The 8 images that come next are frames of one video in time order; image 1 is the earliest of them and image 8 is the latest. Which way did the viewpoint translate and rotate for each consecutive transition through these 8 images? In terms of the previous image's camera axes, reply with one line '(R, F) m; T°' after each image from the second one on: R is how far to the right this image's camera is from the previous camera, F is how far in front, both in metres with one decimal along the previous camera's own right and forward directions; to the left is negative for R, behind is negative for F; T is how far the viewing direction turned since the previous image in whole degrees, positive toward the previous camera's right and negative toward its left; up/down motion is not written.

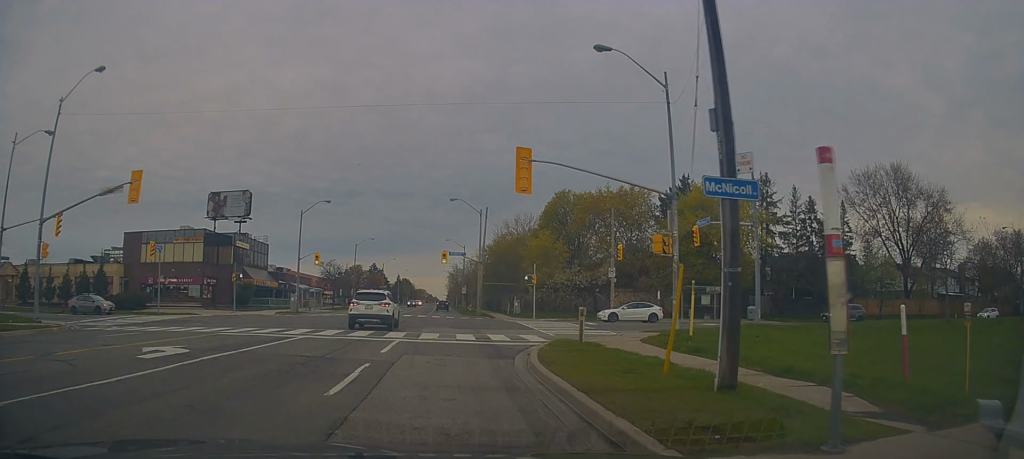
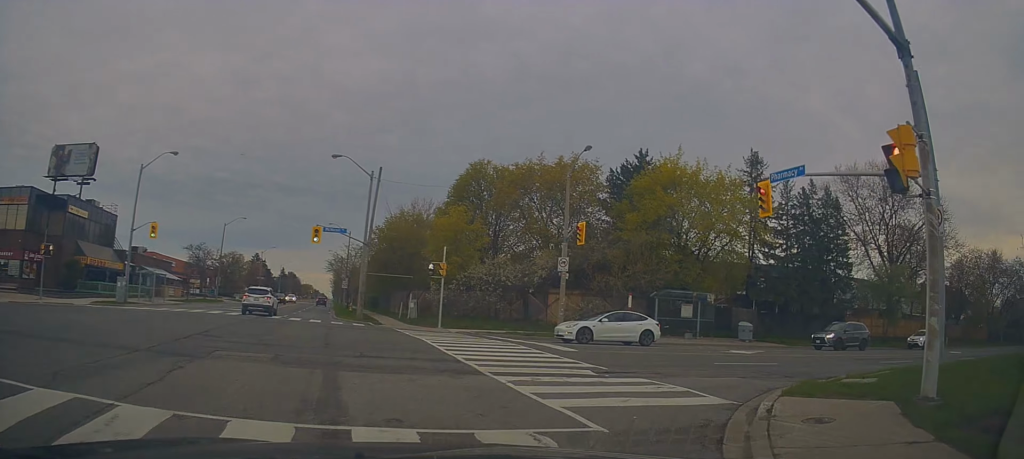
(+0.9, +16.0) m; +14°
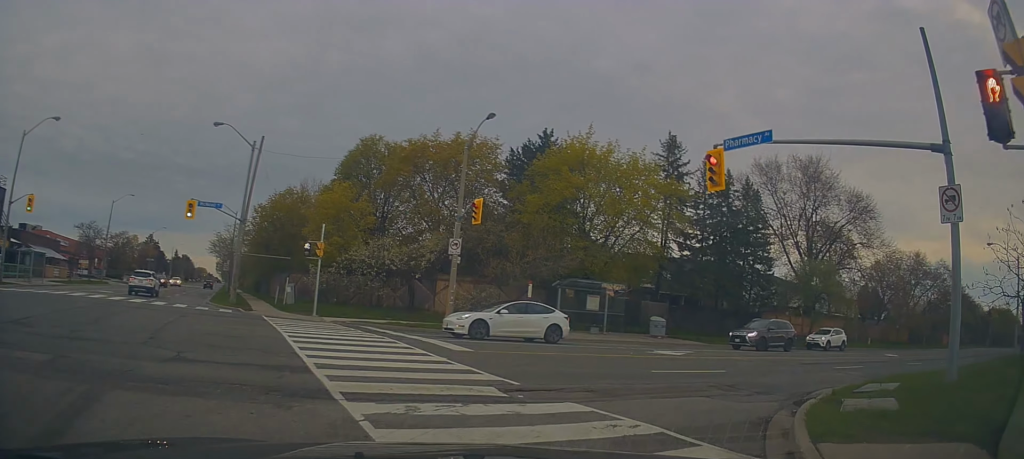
(0.0, +4.0) m; +9°
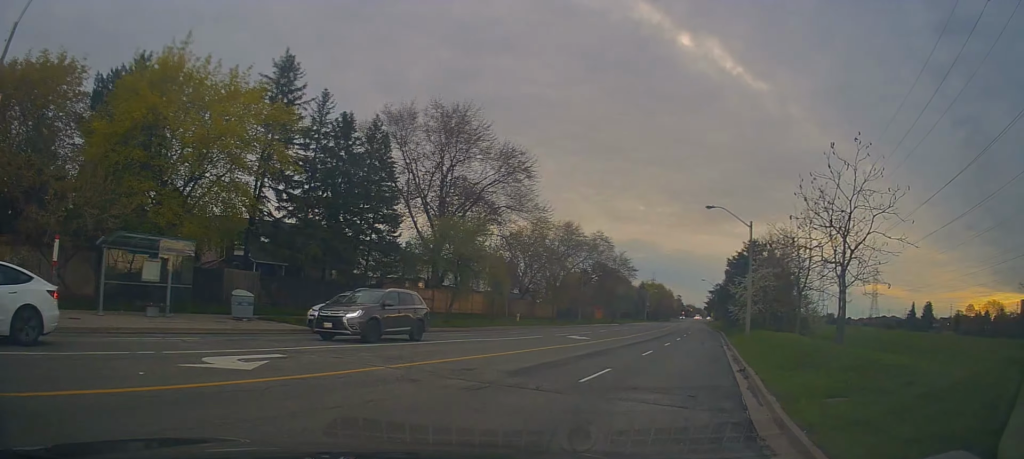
(+3.8, +9.5) m; +46°
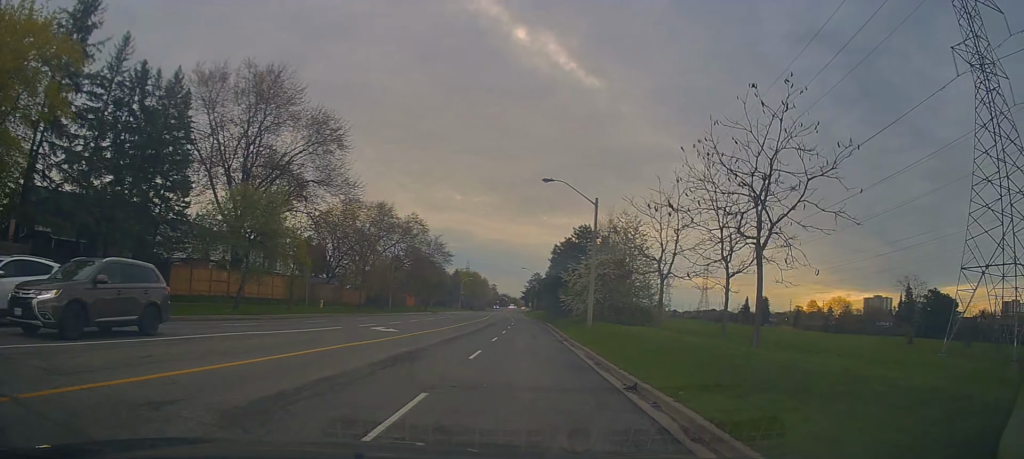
(+1.3, +5.4) m; +17°
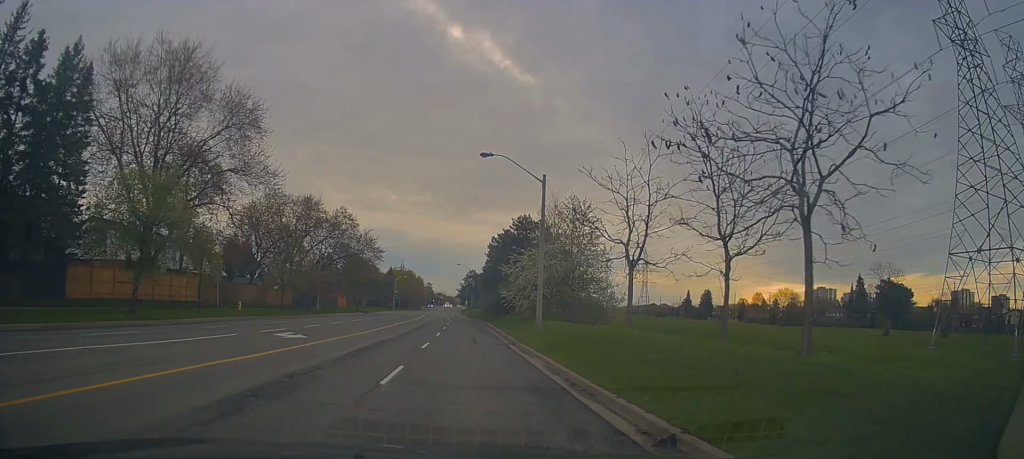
(+0.4, +5.1) m; 0°
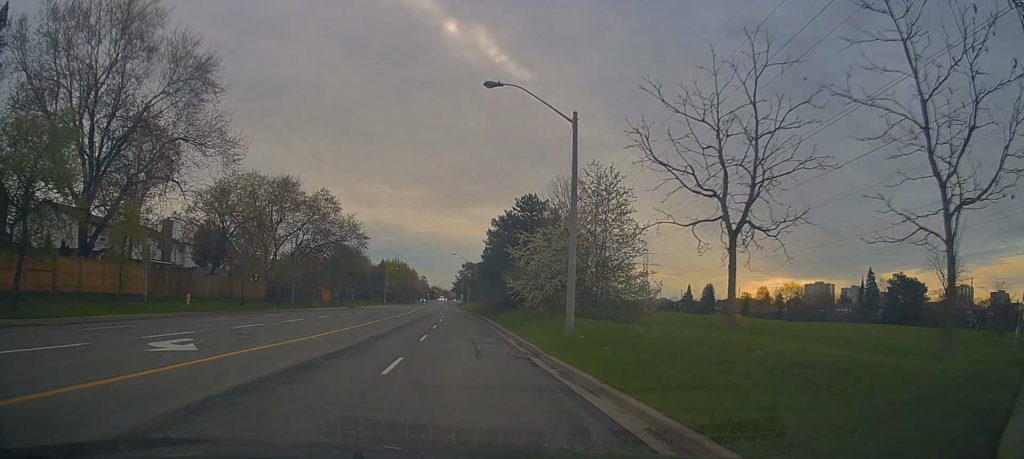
(0.0, +8.1) m; 0°
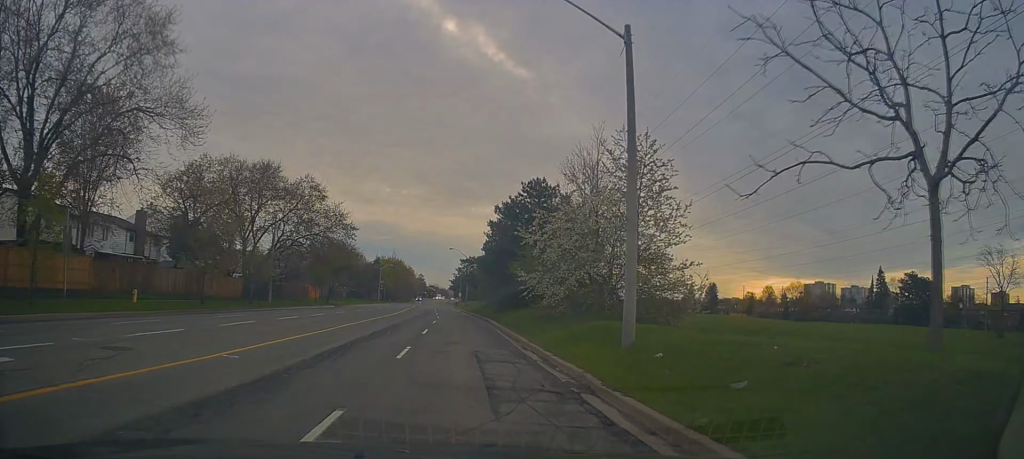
(-0.6, +6.2) m; +1°
